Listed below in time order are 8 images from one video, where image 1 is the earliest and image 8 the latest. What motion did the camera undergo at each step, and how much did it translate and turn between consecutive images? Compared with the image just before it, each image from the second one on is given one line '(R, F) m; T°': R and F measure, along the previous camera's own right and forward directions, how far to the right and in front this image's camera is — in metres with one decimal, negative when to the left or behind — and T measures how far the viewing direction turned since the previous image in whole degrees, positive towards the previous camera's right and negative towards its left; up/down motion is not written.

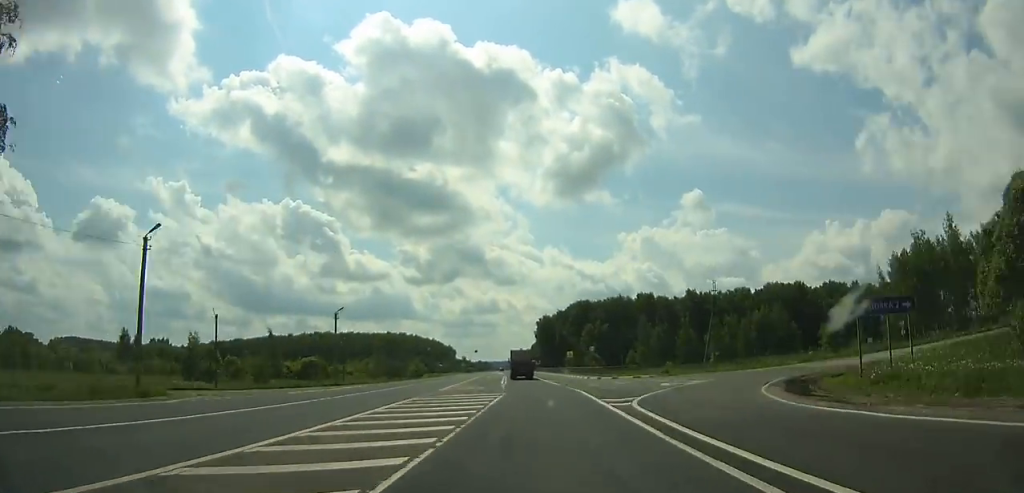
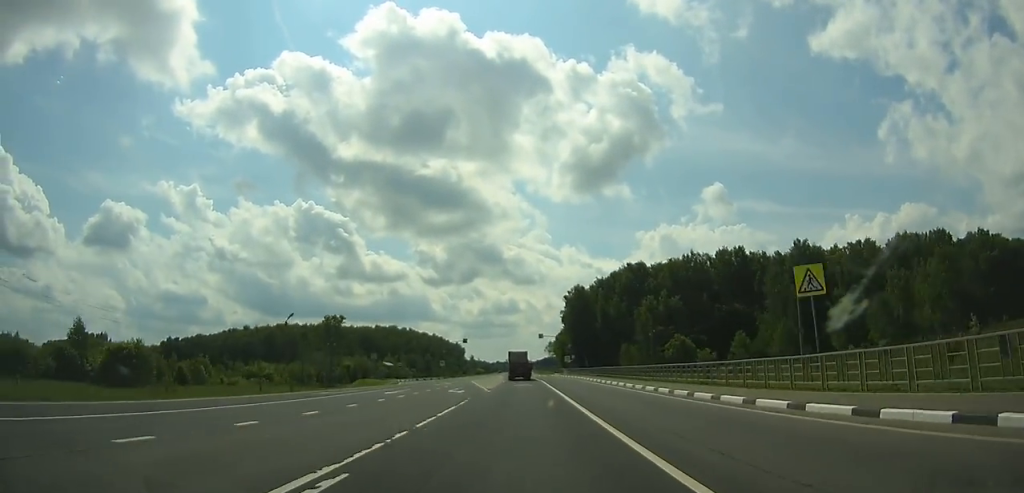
(-0.7, +81.2) m; -1°
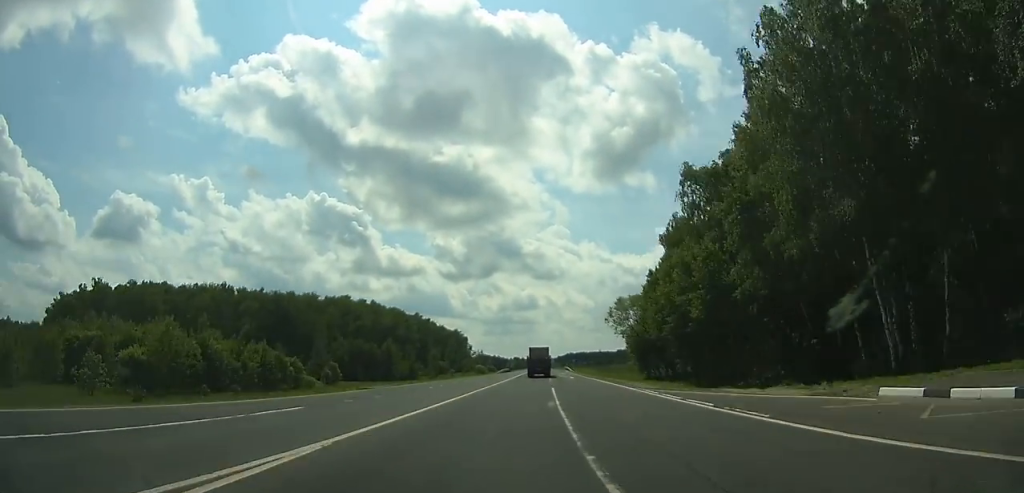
(-1.8, +116.3) m; -1°
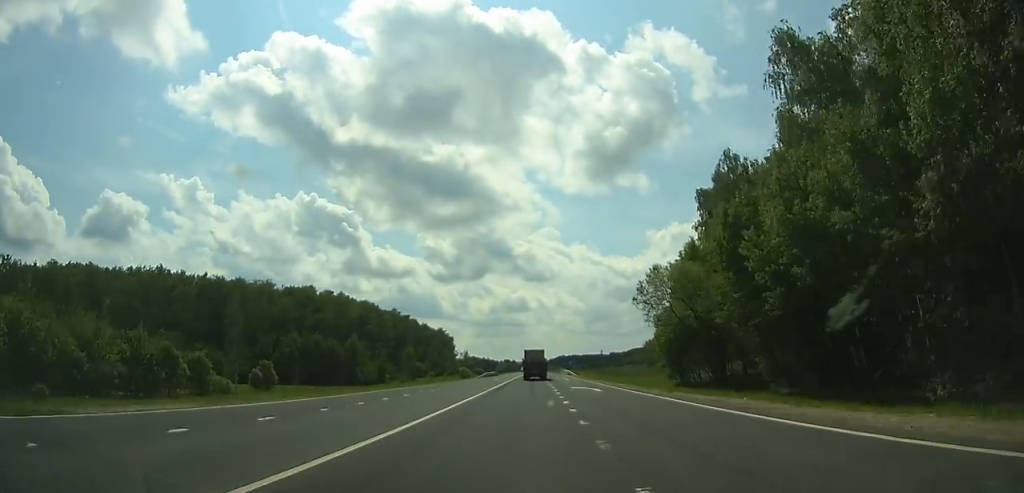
(0.0, +27.2) m; 0°
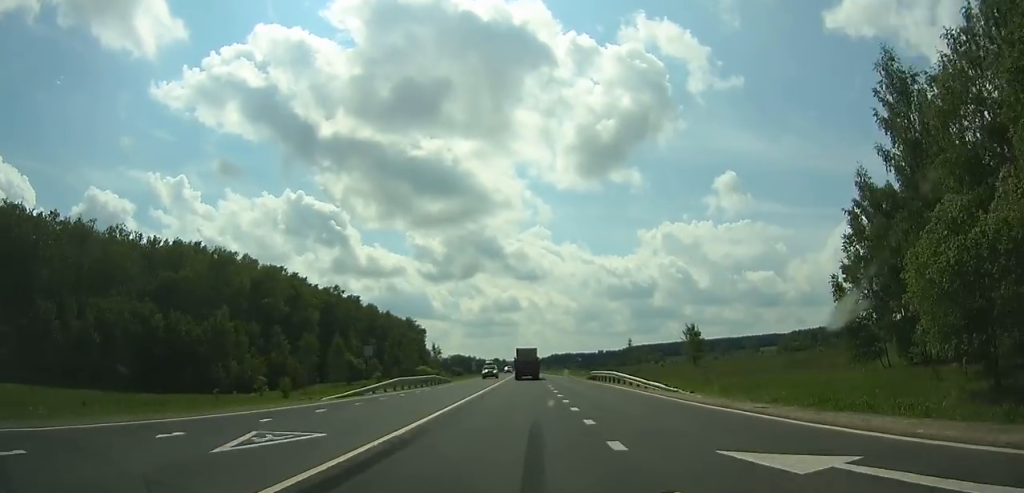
(+0.5, +59.4) m; 0°
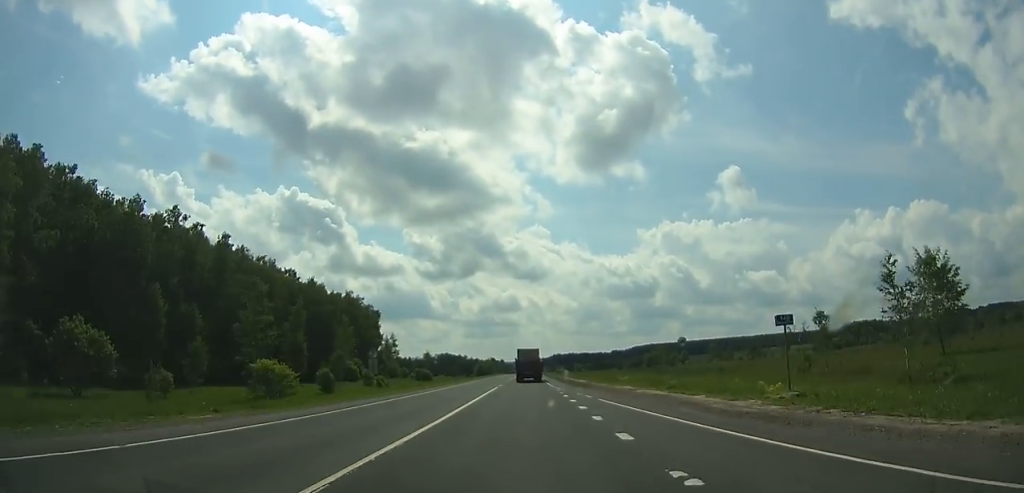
(+0.2, +82.7) m; 0°
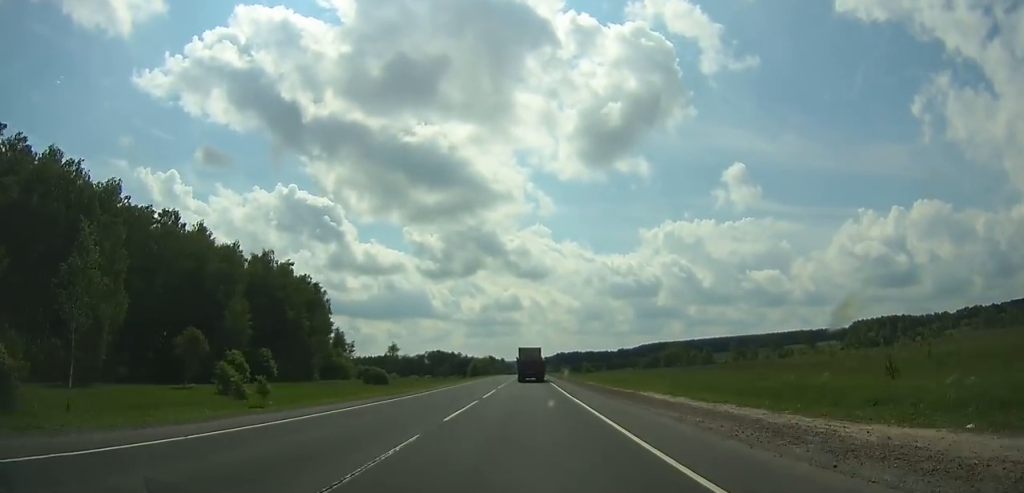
(0.0, +55.5) m; 0°
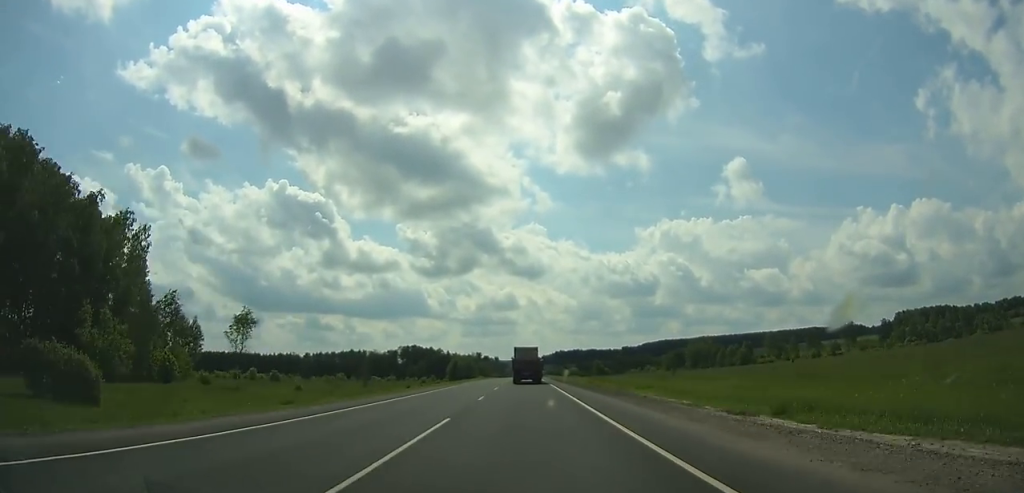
(+0.1, +79.2) m; 0°
